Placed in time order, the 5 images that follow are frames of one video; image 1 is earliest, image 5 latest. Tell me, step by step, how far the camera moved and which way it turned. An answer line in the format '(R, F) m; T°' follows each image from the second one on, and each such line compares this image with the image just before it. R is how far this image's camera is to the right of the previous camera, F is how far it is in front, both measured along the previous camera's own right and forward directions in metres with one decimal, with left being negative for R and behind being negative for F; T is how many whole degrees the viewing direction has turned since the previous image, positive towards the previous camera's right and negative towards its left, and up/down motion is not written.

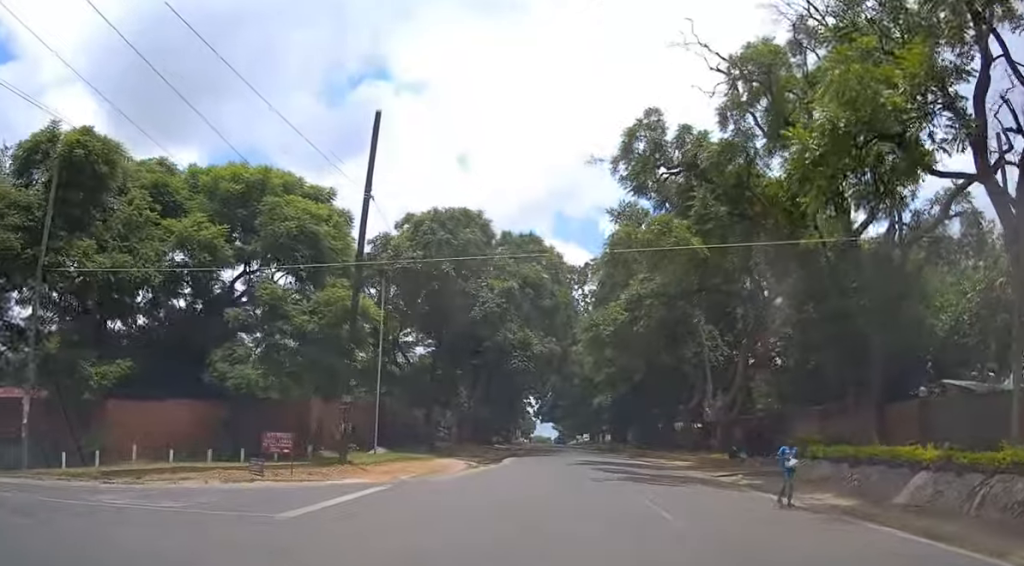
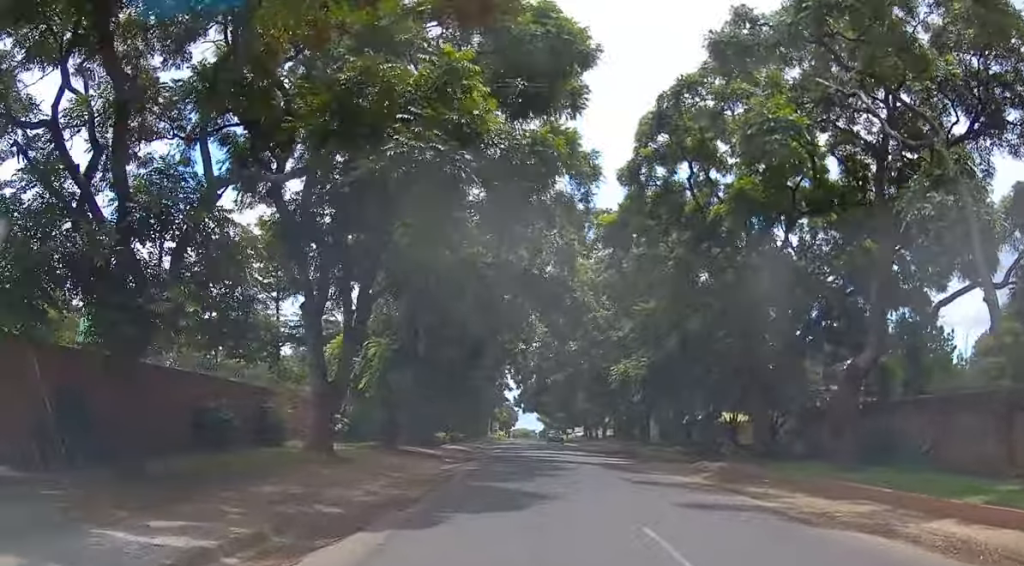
(+0.1, +28.4) m; 0°
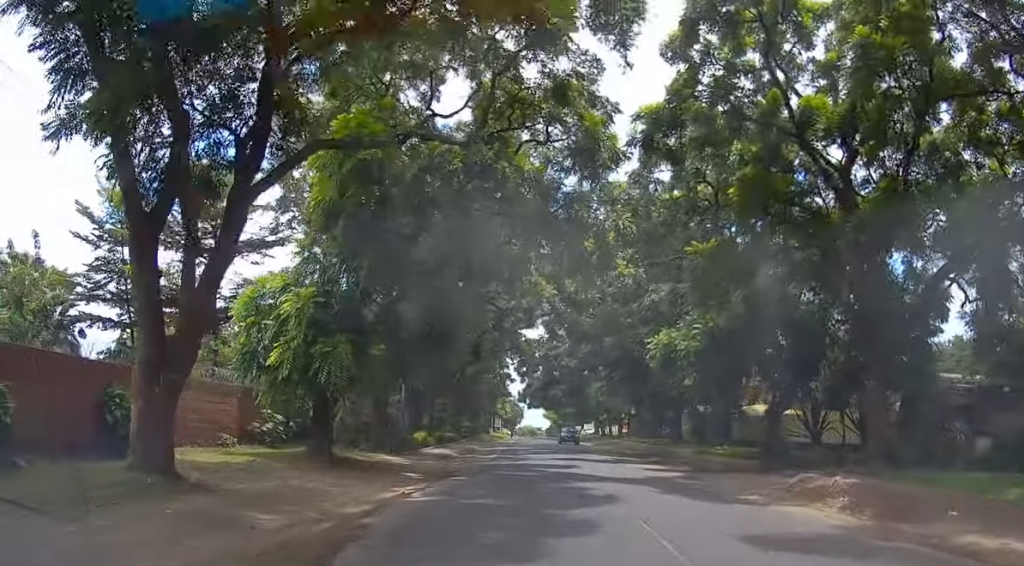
(0.0, +10.2) m; 0°
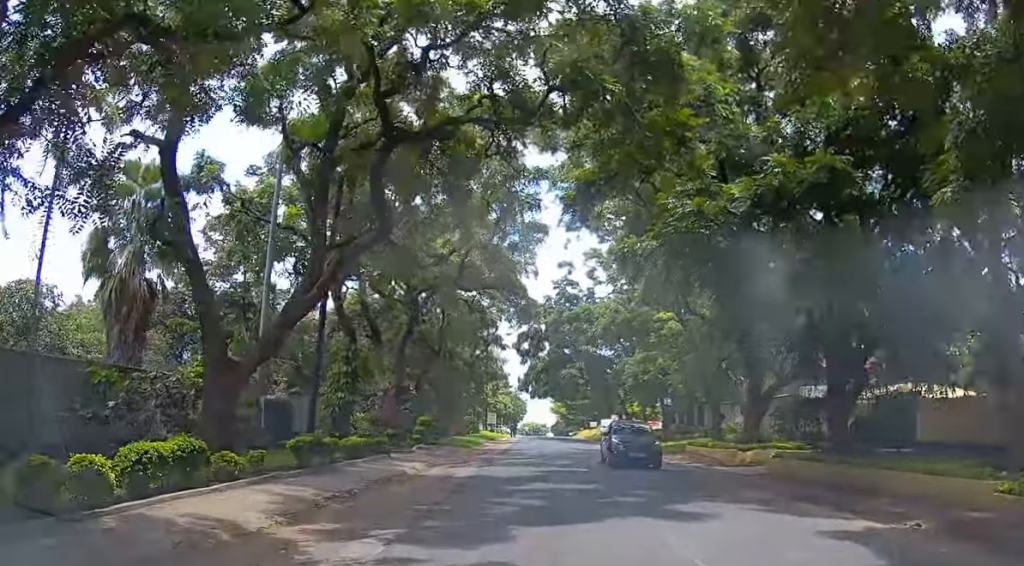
(-0.2, +25.1) m; 0°
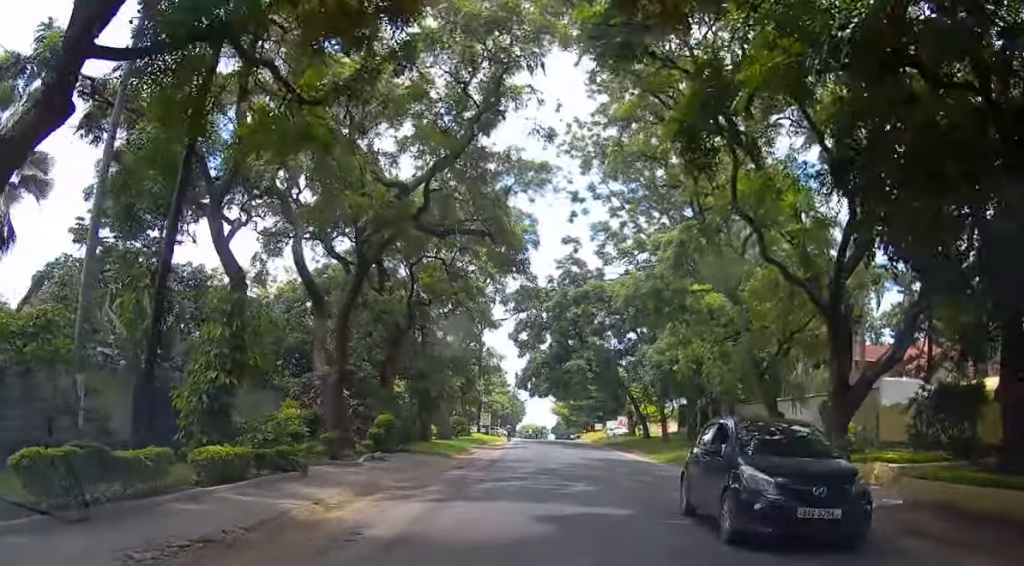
(0.0, +9.5) m; +1°
